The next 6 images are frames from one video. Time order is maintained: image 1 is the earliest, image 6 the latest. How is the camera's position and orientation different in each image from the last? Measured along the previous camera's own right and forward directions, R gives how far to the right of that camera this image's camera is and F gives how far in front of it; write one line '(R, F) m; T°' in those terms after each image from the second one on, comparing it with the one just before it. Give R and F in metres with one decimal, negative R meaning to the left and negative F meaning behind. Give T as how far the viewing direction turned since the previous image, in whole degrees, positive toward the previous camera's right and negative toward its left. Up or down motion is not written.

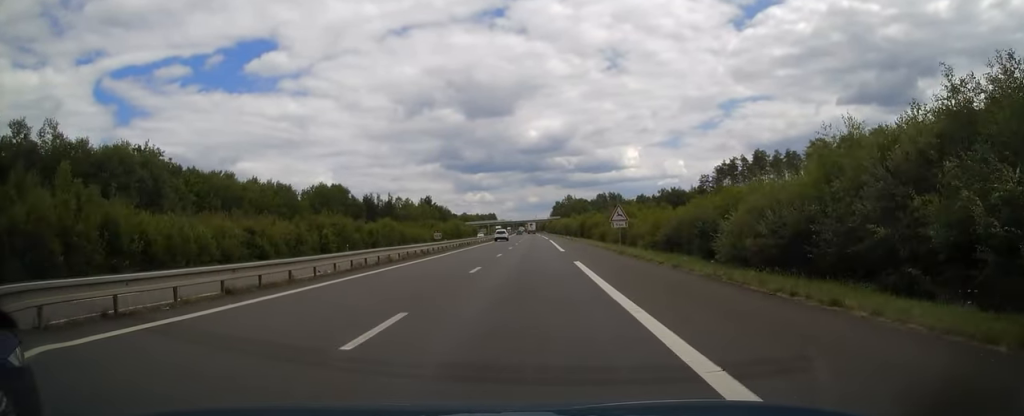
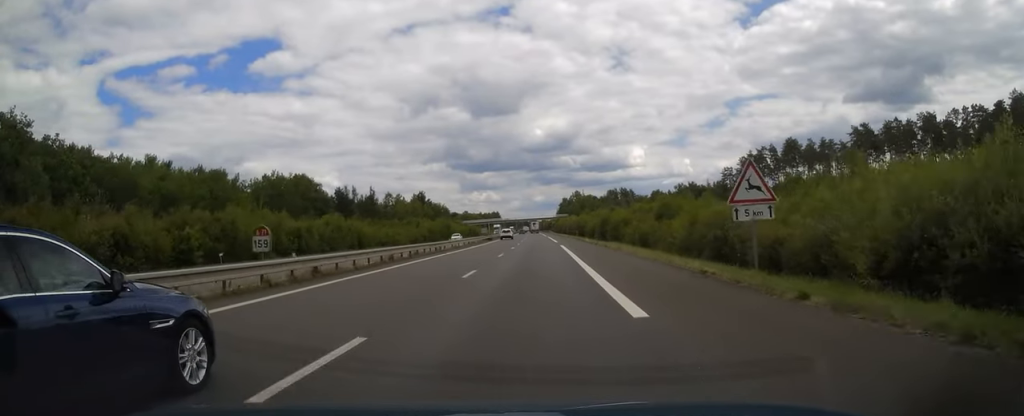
(0.0, +27.9) m; 0°
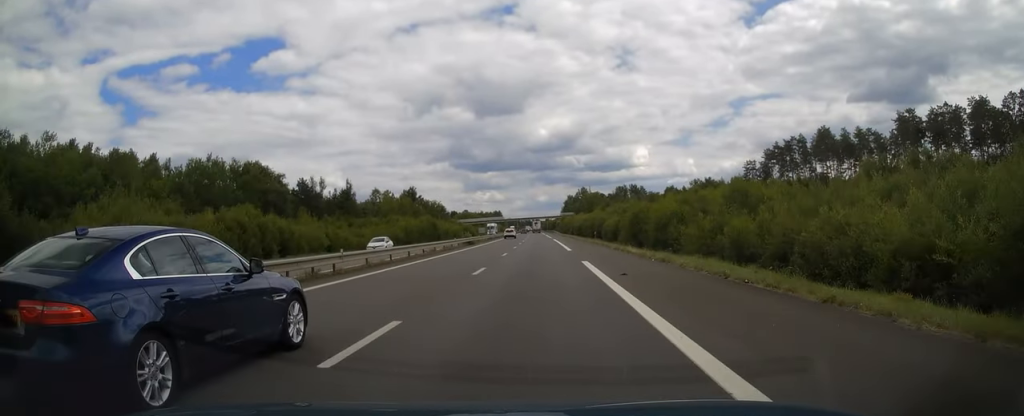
(0.0, +24.4) m; 0°
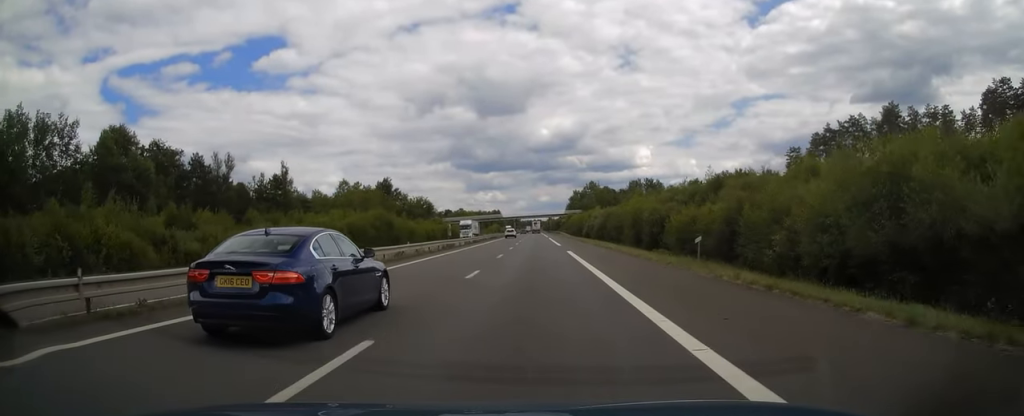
(-0.2, +39.9) m; -1°
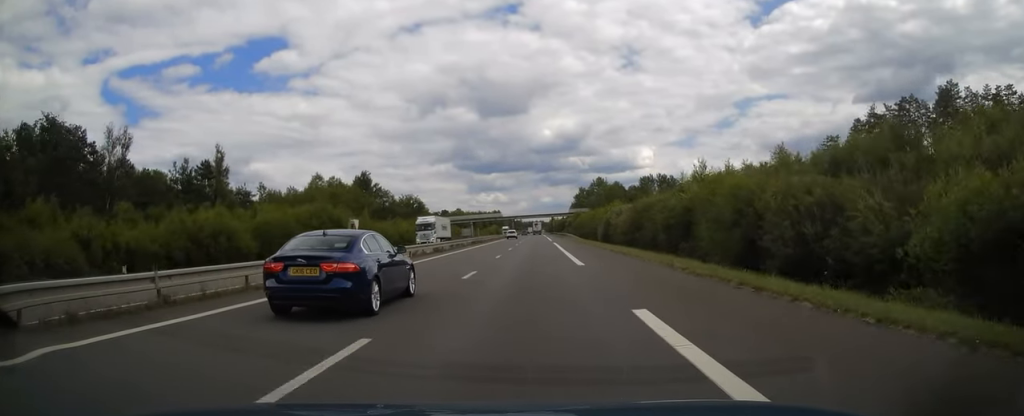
(-0.2, +25.4) m; 0°
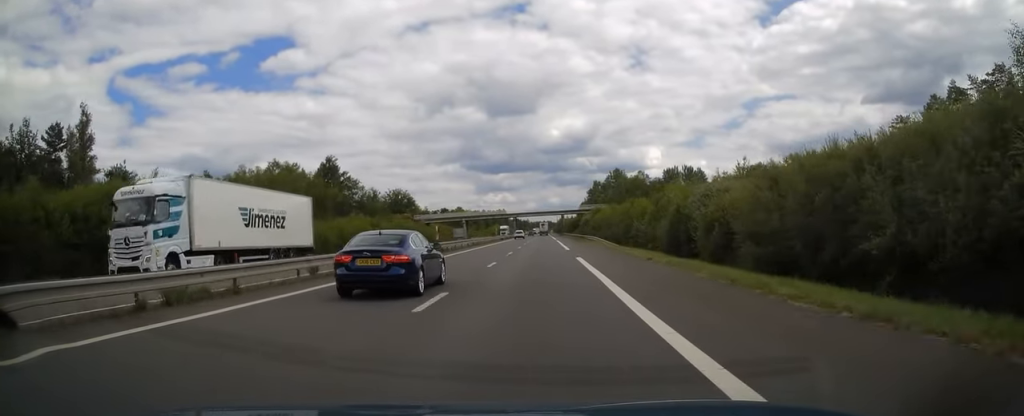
(+0.1, +32.8) m; 0°
